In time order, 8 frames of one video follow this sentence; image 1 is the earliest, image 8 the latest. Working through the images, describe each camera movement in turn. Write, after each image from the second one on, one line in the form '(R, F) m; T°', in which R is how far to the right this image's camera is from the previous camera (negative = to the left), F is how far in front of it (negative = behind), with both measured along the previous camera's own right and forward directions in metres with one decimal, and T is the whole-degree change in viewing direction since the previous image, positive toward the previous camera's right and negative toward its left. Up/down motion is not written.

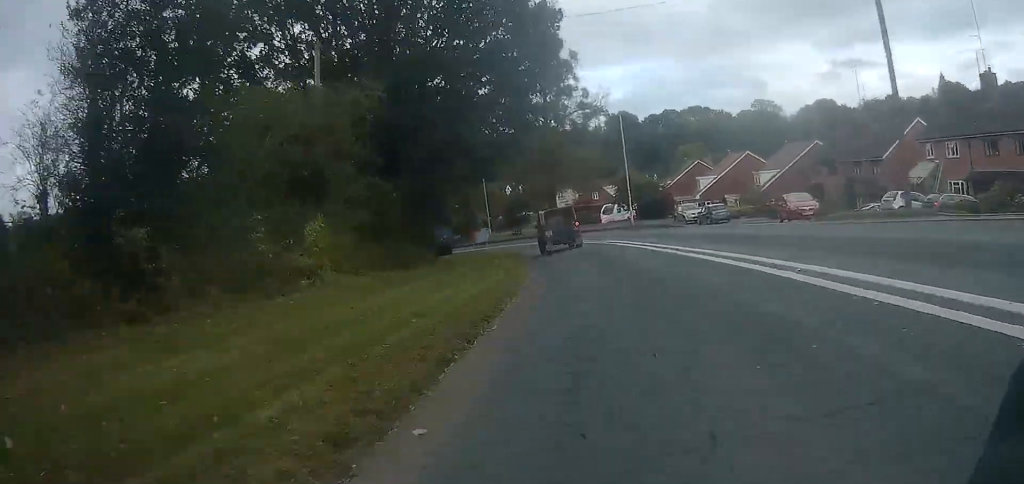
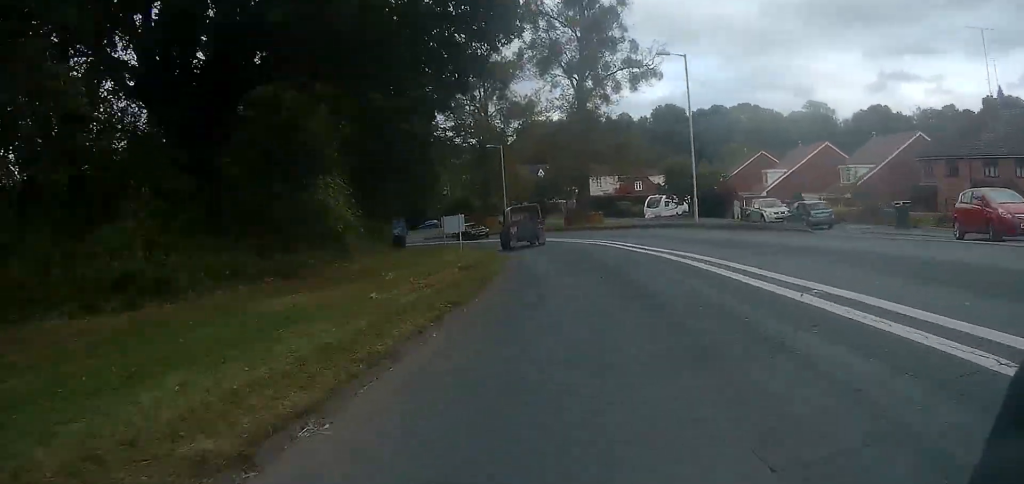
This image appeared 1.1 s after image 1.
(-0.4, +14.7) m; -4°
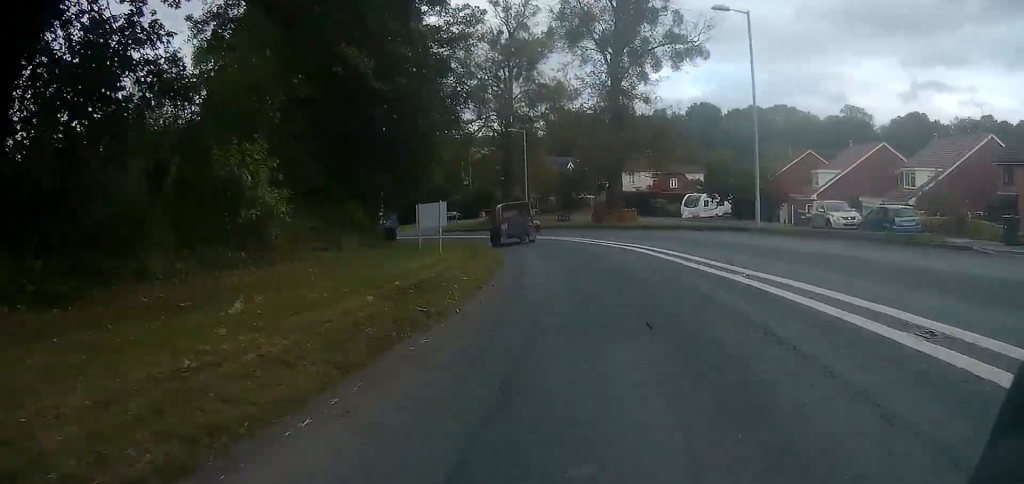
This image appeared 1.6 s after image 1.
(0.0, +6.5) m; -2°
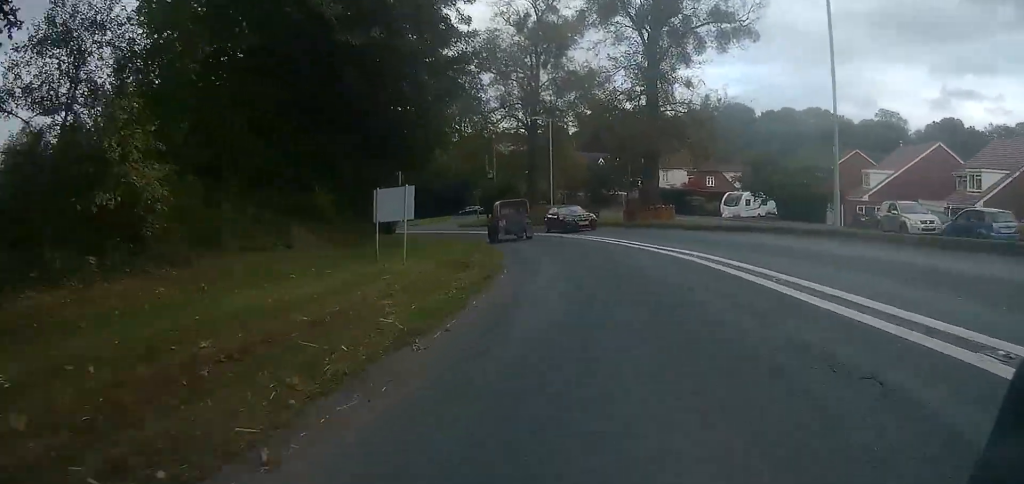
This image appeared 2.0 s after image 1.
(0.0, +5.2) m; -2°
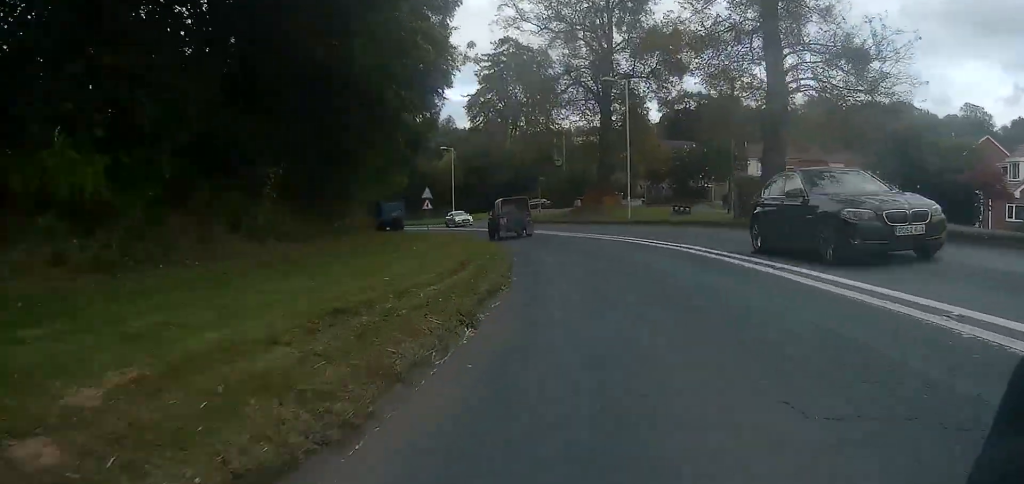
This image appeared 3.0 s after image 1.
(-0.7, +12.1) m; -7°
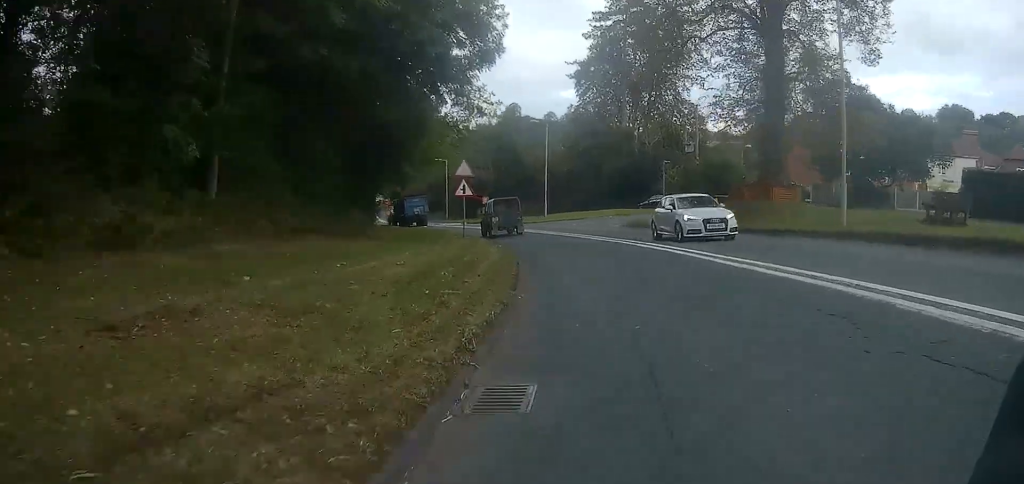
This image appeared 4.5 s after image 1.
(-2.2, +19.1) m; -11°
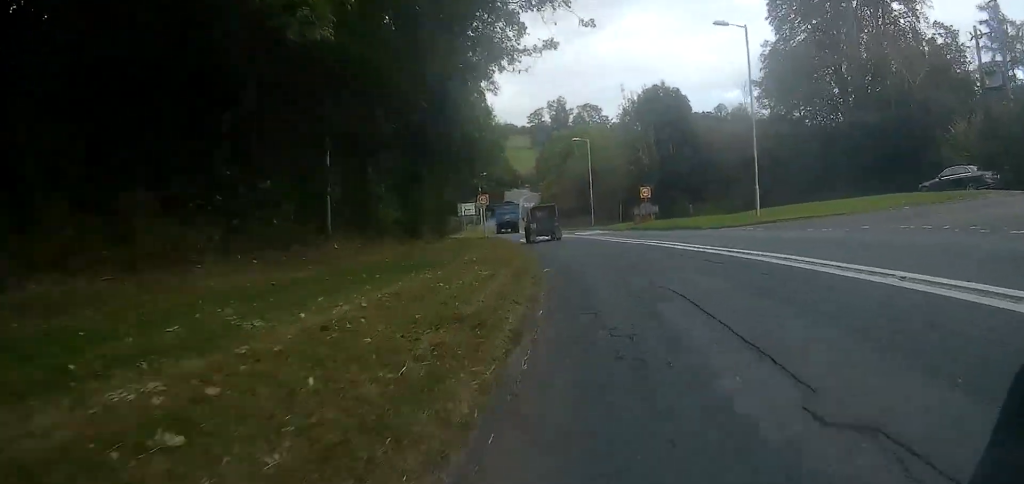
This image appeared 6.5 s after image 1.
(-3.2, +26.8) m; -14°
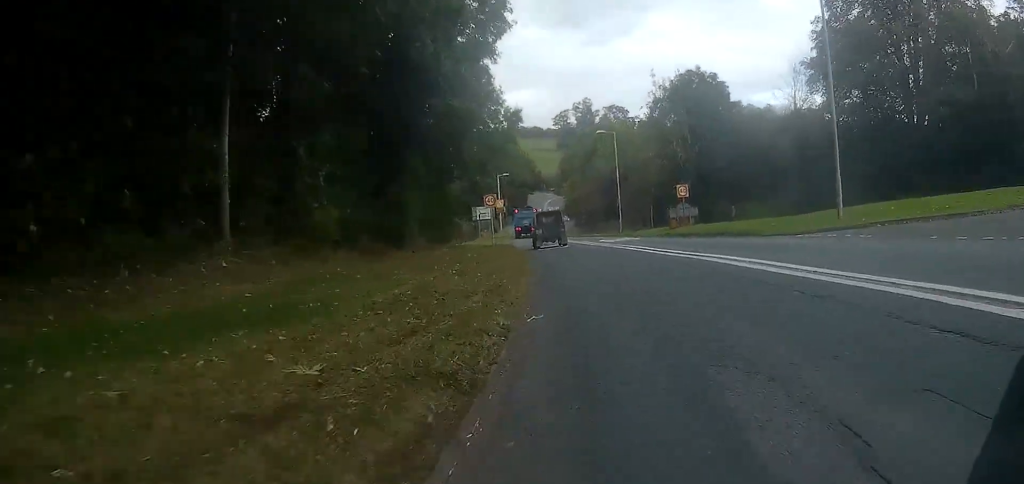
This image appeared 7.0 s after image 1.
(-0.2, +6.7) m; -3°
